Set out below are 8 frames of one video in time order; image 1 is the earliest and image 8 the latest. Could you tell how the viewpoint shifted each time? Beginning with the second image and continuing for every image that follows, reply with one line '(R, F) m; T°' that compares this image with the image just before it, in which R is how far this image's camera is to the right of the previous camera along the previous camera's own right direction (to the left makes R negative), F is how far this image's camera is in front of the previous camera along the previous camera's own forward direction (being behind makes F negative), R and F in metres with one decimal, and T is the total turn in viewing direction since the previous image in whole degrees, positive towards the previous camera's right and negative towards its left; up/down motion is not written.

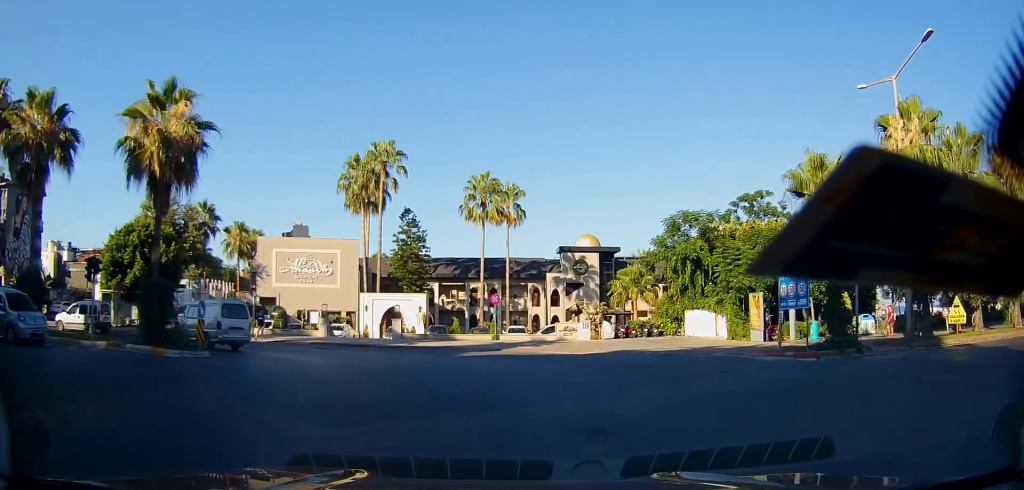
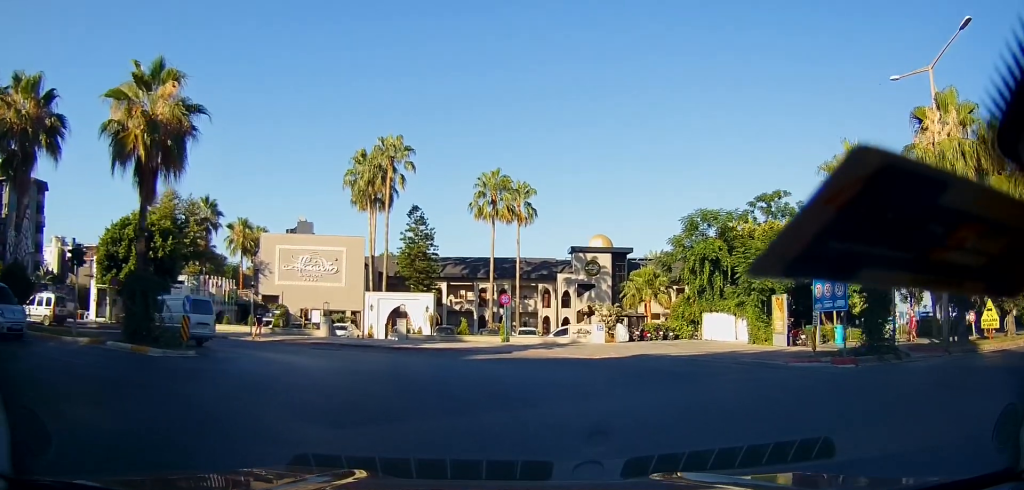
(+0.2, +1.5) m; +5°
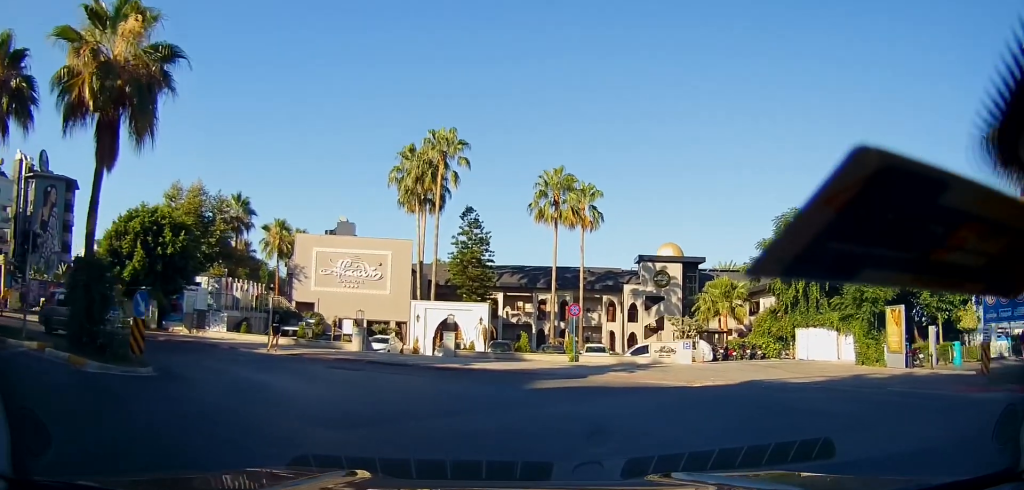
(+0.4, +4.9) m; -3°
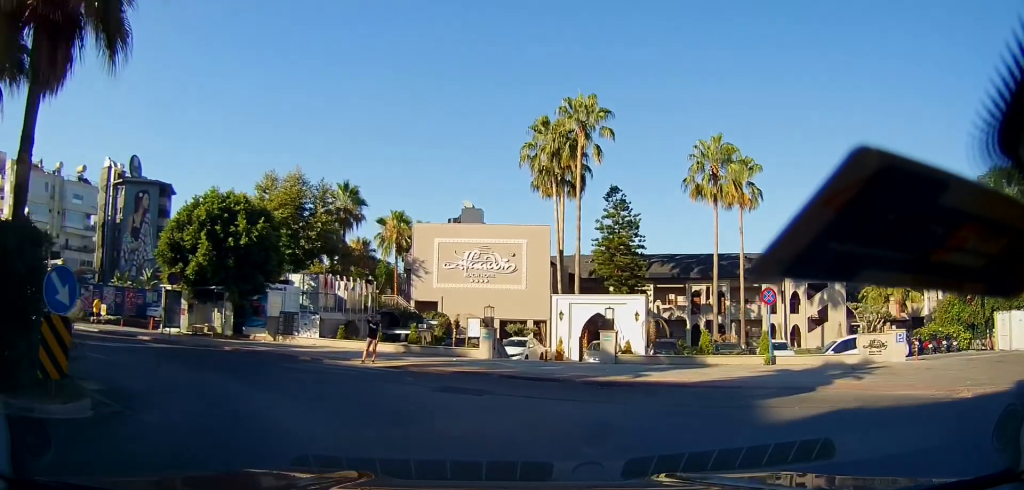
(-1.3, +6.3) m; -22°
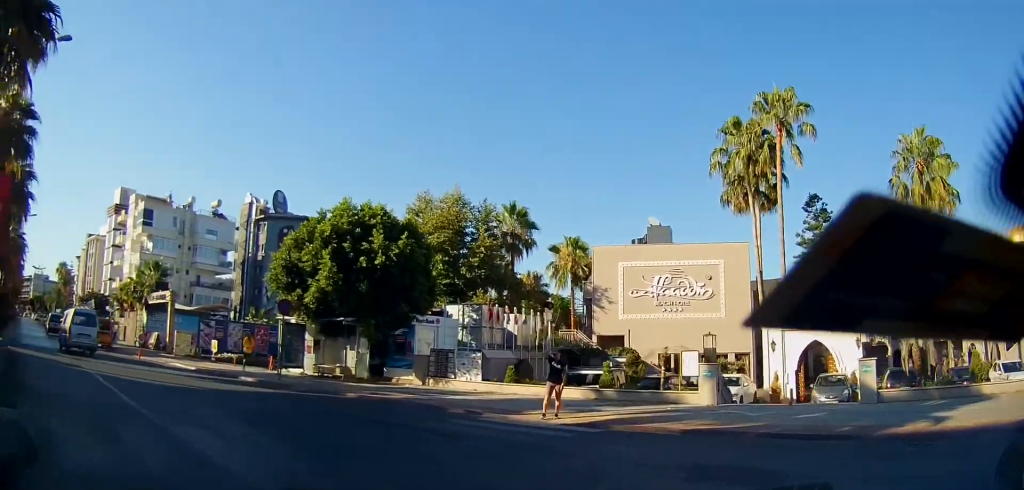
(-0.8, +5.7) m; -14°
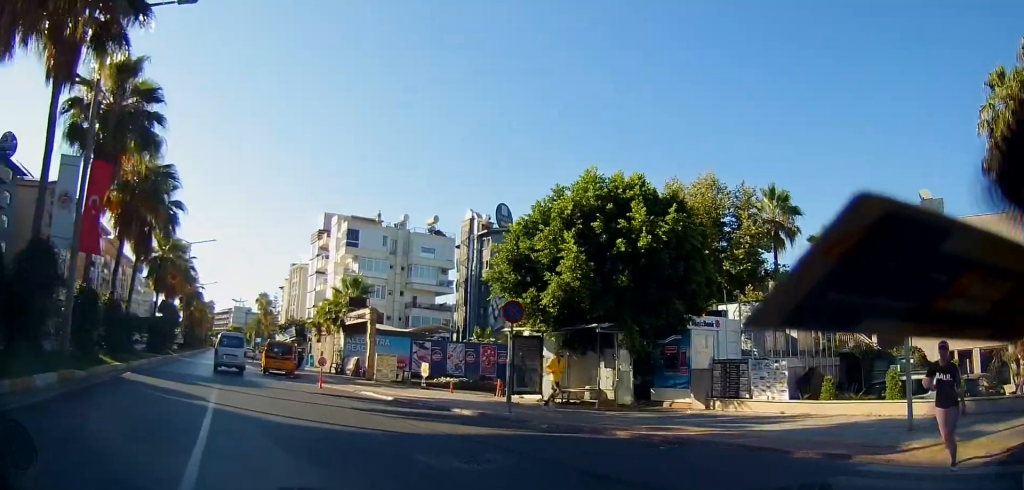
(-0.9, +5.7) m; -23°
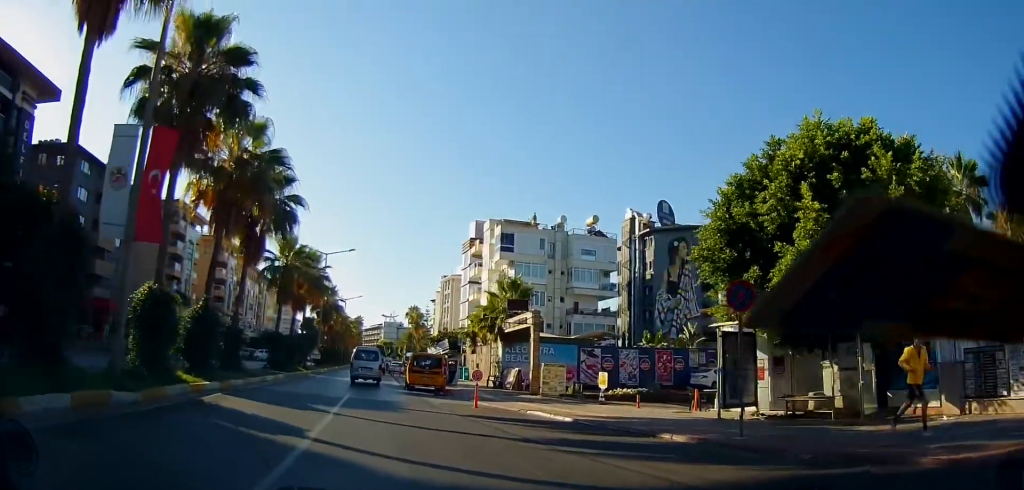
(-0.7, +4.2) m; -15°
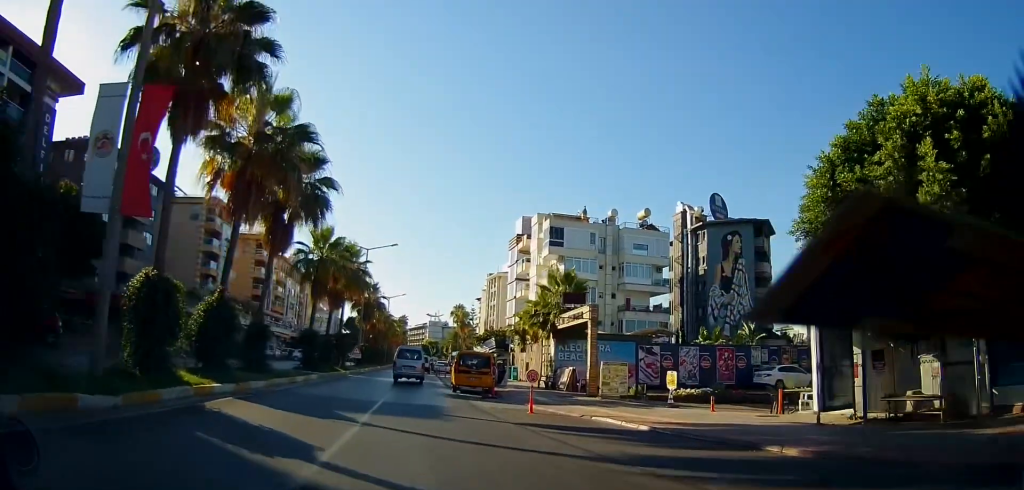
(-0.1, +2.3) m; -5°
